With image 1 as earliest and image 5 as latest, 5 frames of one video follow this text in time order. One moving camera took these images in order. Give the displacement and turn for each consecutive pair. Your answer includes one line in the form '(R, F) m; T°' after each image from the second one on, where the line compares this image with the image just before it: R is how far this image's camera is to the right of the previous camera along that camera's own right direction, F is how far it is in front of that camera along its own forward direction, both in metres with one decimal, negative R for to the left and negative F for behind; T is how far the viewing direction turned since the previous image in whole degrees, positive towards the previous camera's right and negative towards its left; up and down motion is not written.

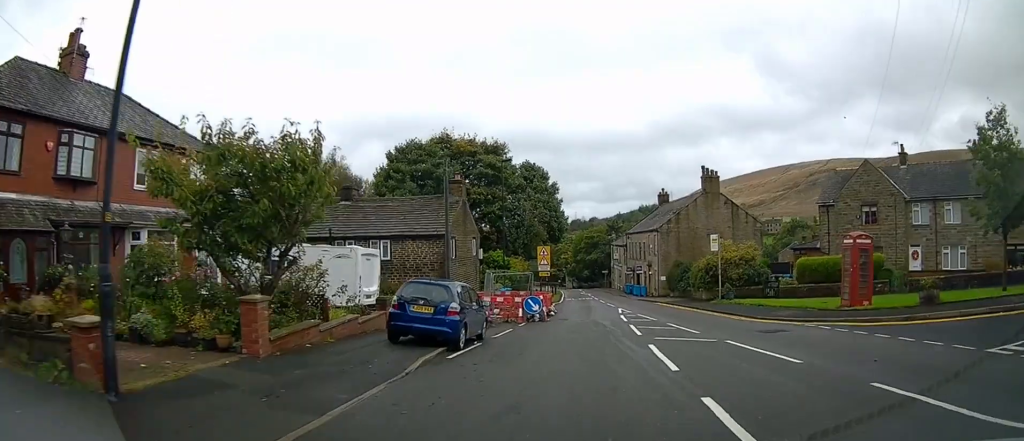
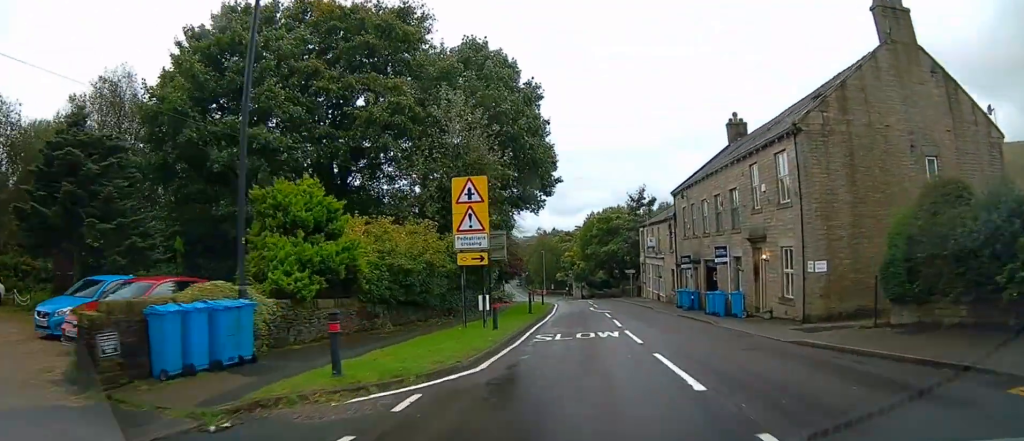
(+0.4, +31.3) m; -1°
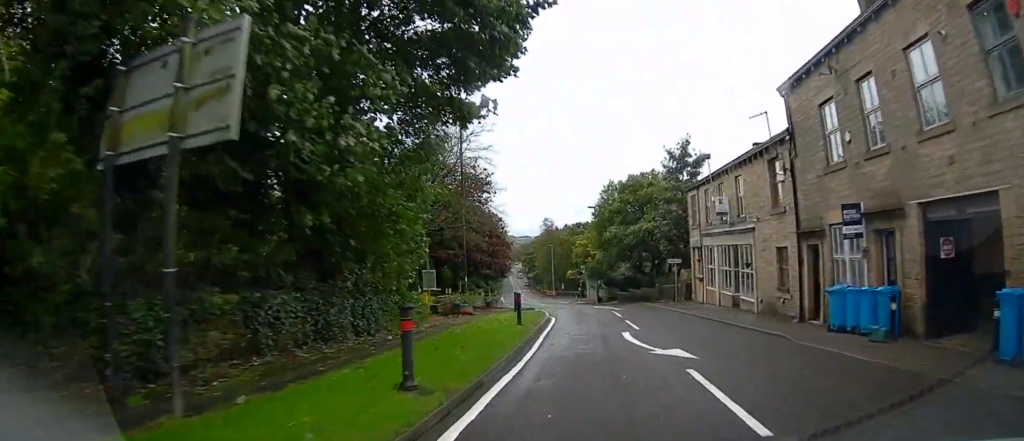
(-0.4, +18.5) m; -2°
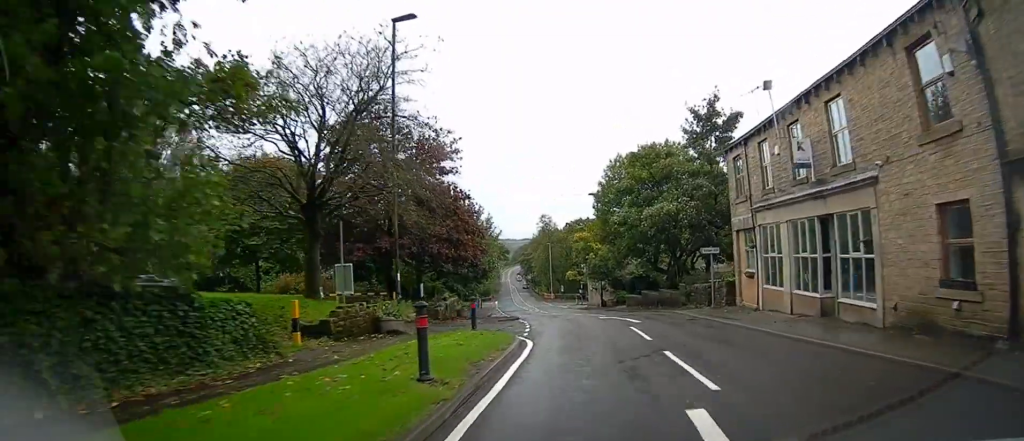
(0.0, +9.6) m; -1°
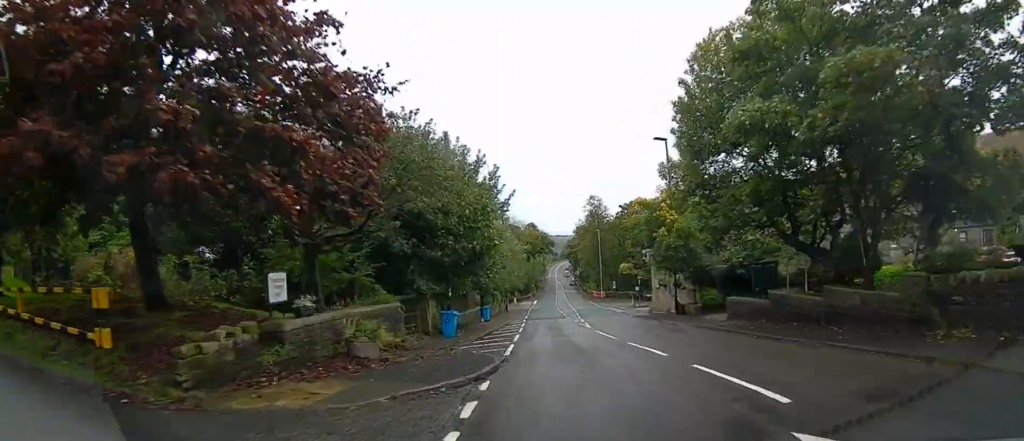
(-0.6, +18.4) m; -5°
